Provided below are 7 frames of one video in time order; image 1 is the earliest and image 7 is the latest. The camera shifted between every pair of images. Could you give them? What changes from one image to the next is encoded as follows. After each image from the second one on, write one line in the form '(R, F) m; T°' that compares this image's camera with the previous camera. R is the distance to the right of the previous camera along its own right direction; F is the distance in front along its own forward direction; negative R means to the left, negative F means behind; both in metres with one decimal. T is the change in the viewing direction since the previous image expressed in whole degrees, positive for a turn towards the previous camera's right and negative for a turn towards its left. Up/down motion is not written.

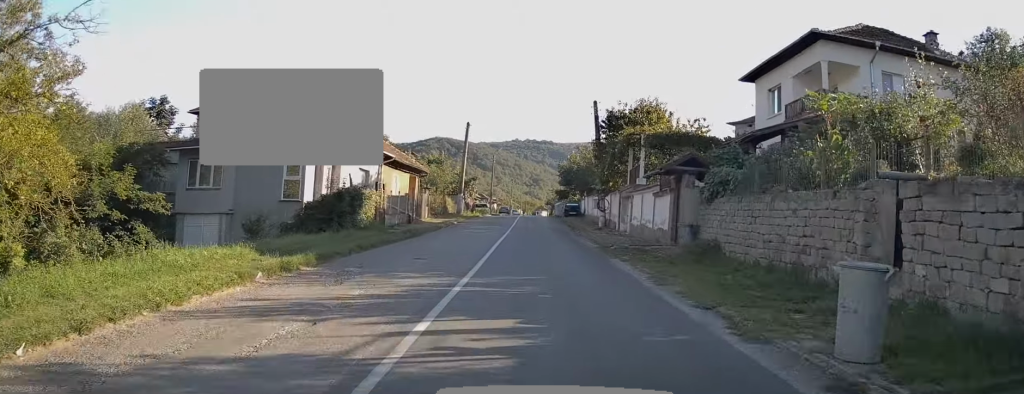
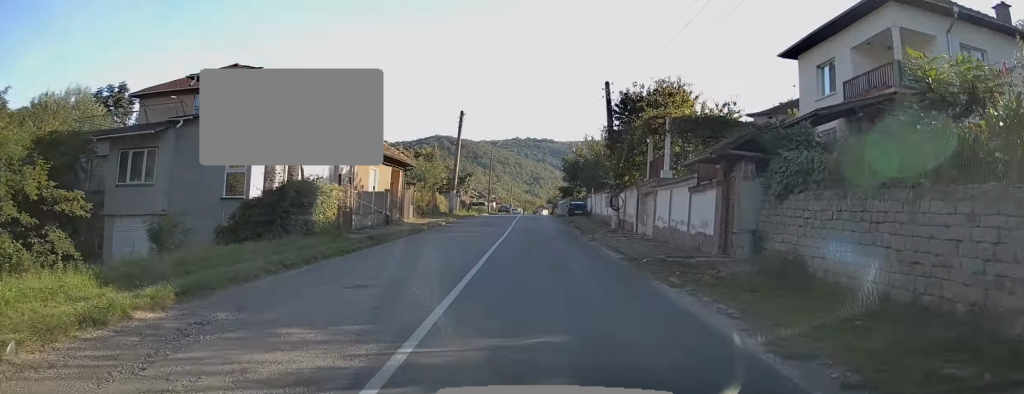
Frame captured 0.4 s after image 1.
(+0.1, +5.2) m; 0°
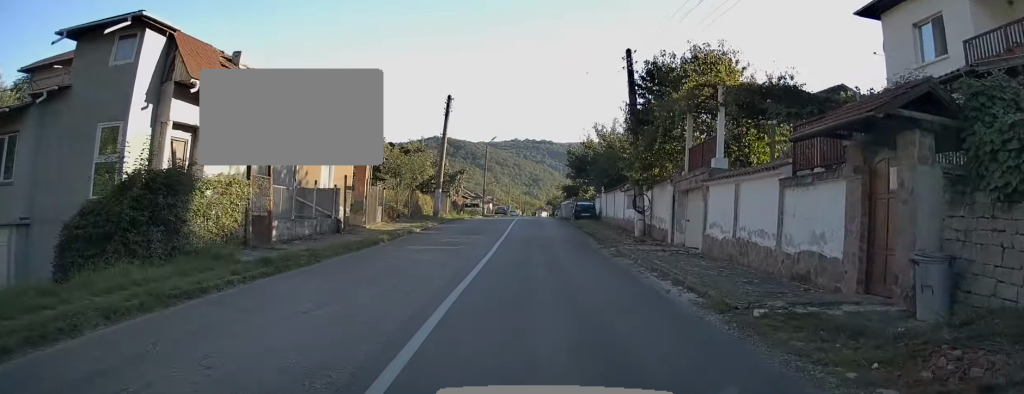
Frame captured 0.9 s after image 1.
(-0.1, +6.9) m; 0°
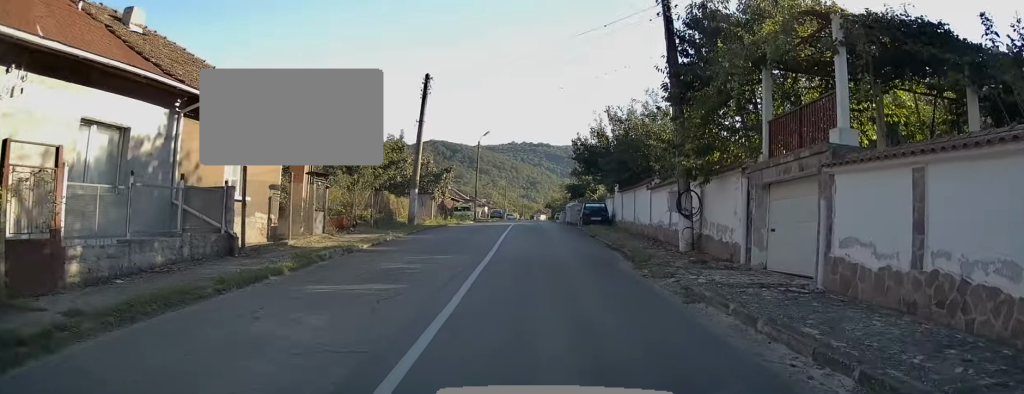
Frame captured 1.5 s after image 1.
(0.0, +7.3) m; 0°
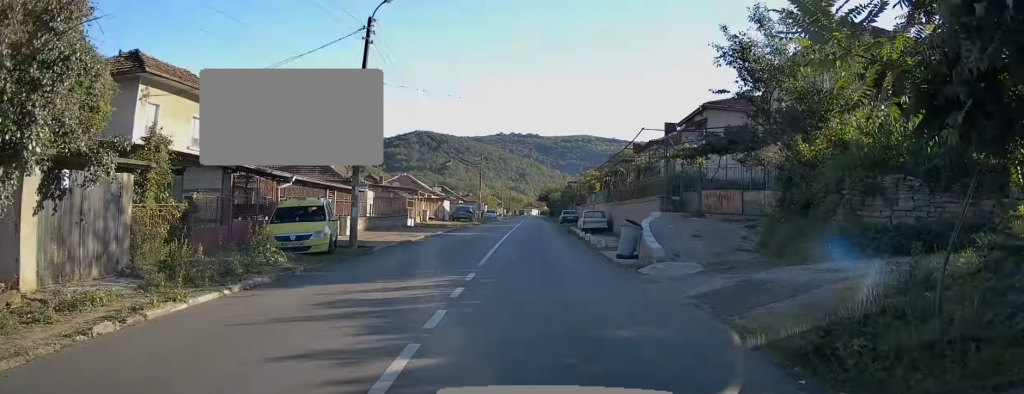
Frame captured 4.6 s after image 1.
(+0.7, +38.0) m; +2°
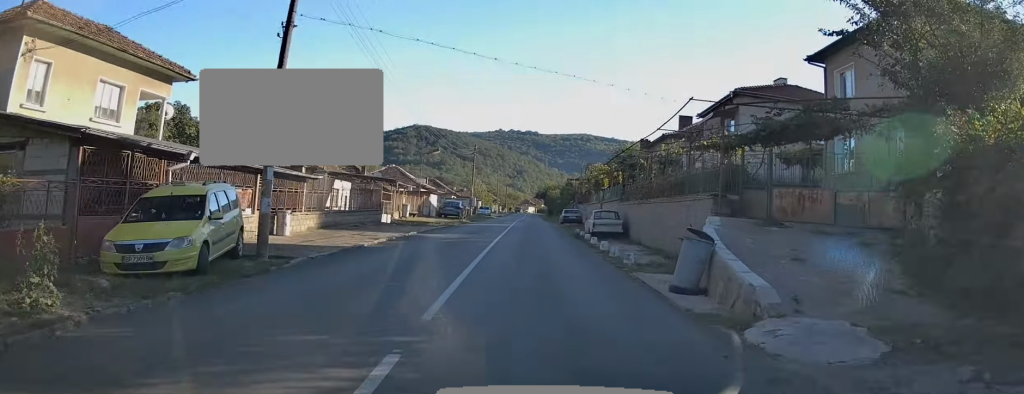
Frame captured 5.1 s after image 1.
(+0.1, +6.6) m; 0°
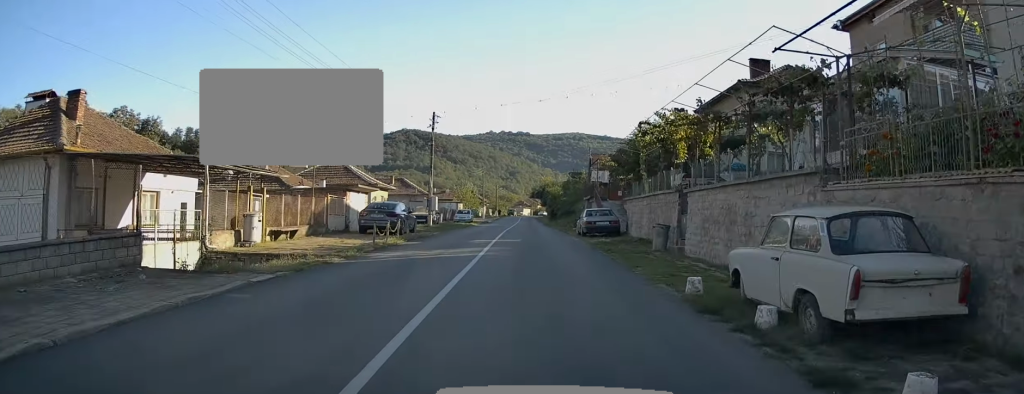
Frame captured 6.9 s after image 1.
(0.0, +22.6) m; +1°
